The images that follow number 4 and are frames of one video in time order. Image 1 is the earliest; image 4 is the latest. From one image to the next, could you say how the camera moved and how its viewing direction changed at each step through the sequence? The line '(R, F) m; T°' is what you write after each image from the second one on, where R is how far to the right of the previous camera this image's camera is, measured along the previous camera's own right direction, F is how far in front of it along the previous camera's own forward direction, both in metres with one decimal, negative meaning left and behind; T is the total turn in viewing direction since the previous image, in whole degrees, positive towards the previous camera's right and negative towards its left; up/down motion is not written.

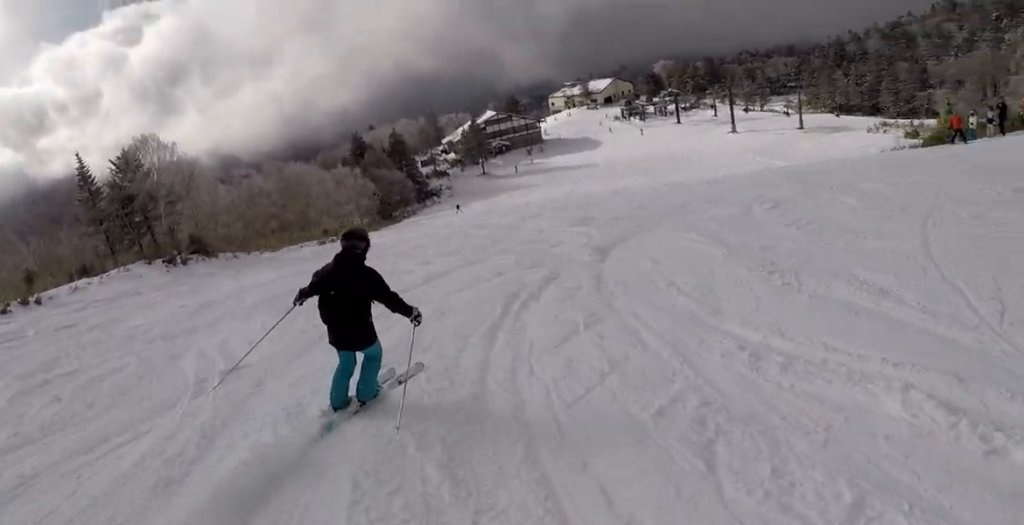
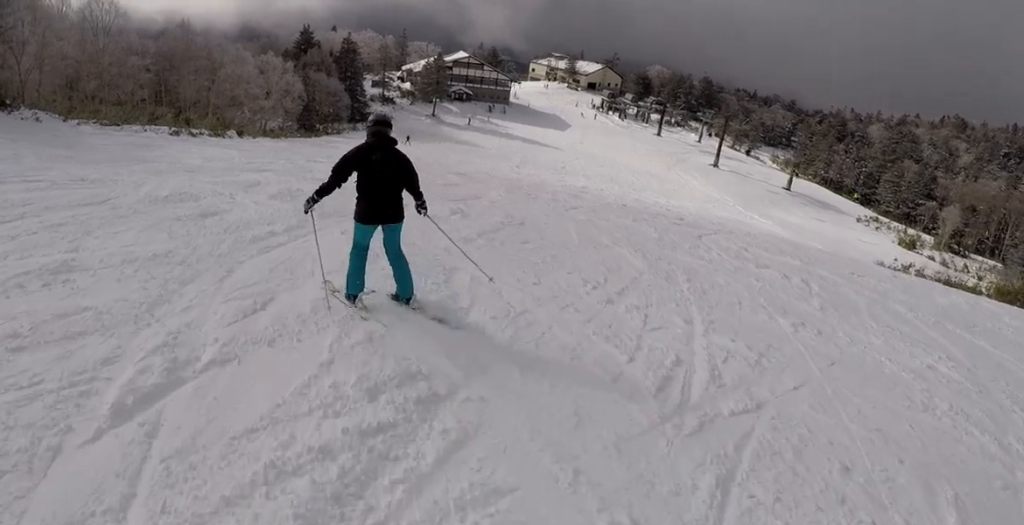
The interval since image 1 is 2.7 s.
(-1.0, +14.5) m; -11°
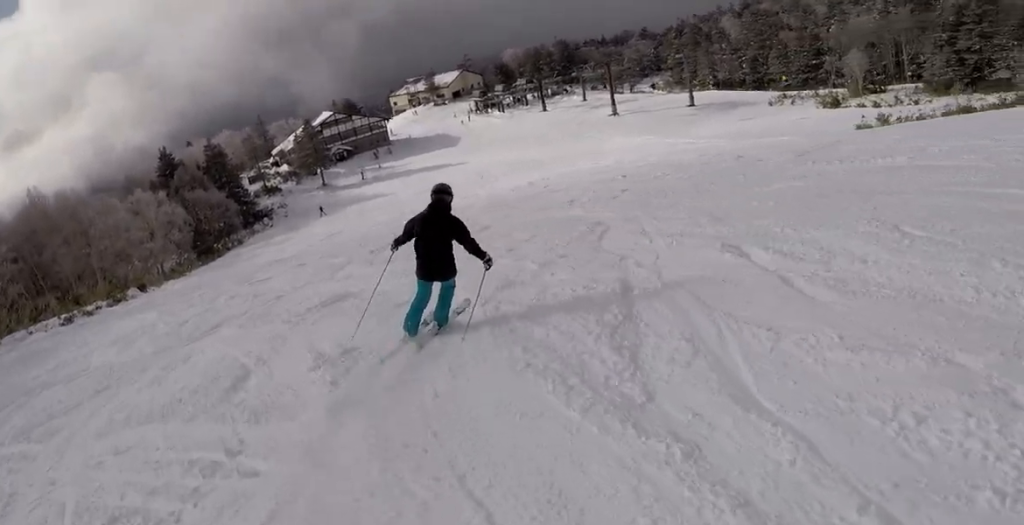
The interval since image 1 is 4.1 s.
(+0.5, +8.4) m; +26°
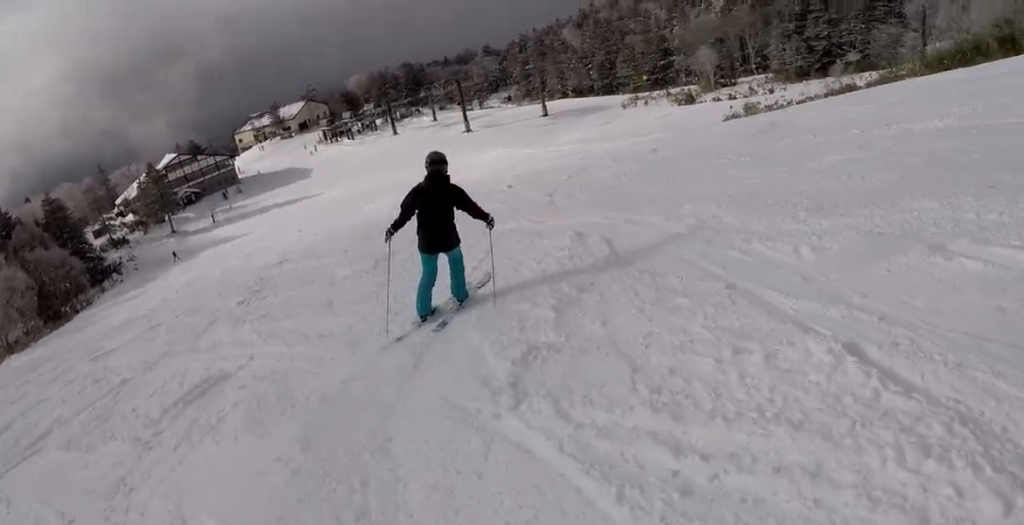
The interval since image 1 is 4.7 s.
(+1.0, +3.3) m; 0°
